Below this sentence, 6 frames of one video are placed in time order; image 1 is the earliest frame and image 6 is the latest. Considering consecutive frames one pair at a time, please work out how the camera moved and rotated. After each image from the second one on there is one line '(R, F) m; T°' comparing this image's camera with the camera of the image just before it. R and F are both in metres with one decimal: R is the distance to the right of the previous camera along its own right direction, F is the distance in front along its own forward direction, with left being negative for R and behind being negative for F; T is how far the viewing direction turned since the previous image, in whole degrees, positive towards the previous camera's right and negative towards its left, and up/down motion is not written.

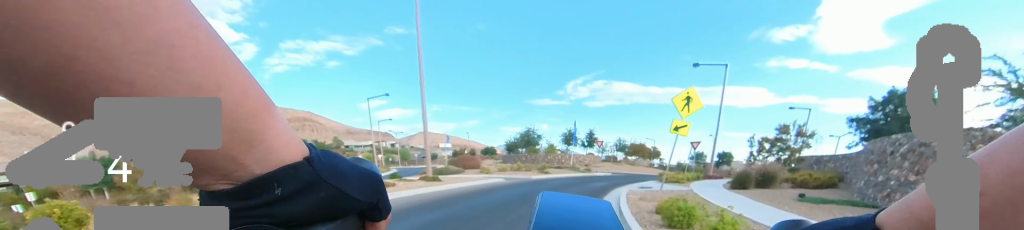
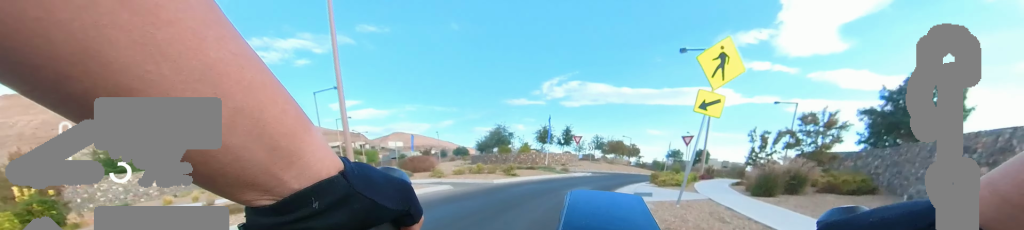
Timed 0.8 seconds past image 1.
(+0.2, +4.1) m; +4°
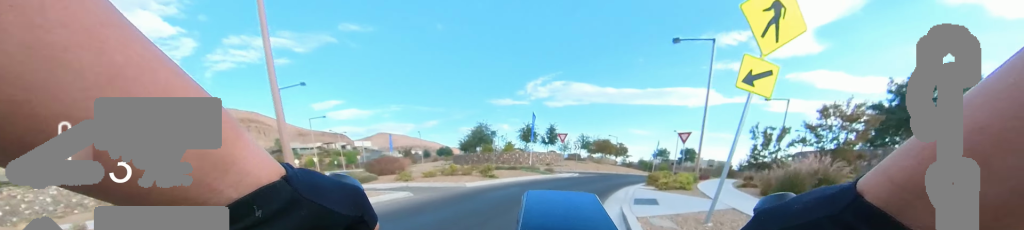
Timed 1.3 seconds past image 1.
(0.0, +2.0) m; +6°
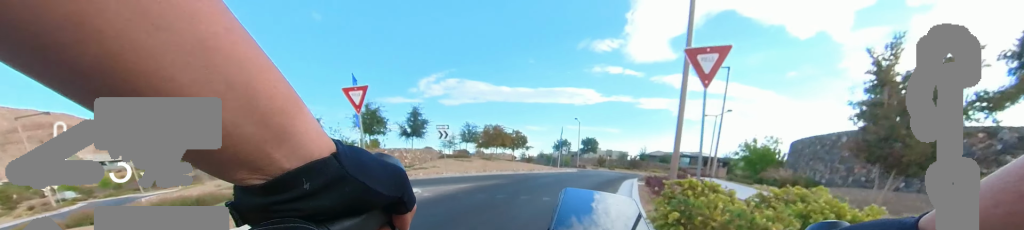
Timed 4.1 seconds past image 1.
(+3.9, +13.4) m; +21°
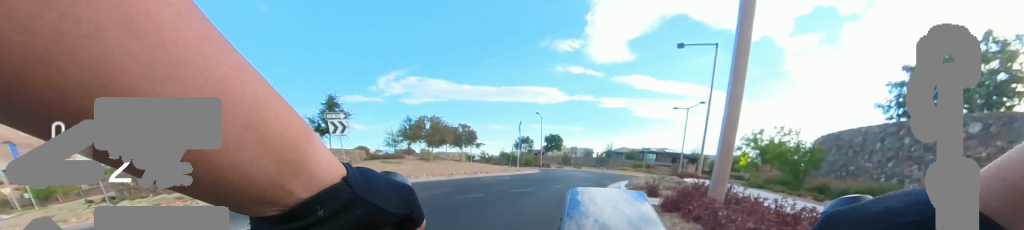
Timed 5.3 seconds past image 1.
(0.0, +6.3) m; +6°
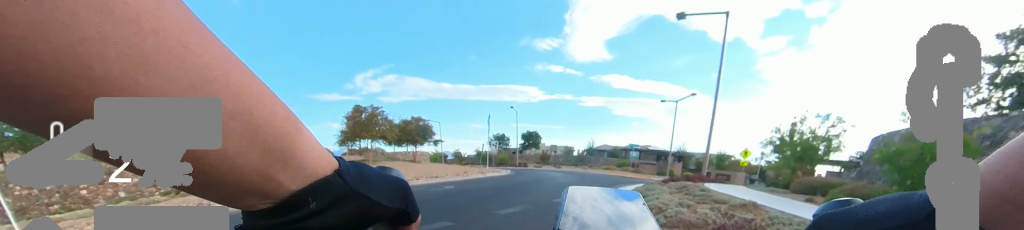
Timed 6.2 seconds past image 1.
(+0.5, +5.0) m; +8°
